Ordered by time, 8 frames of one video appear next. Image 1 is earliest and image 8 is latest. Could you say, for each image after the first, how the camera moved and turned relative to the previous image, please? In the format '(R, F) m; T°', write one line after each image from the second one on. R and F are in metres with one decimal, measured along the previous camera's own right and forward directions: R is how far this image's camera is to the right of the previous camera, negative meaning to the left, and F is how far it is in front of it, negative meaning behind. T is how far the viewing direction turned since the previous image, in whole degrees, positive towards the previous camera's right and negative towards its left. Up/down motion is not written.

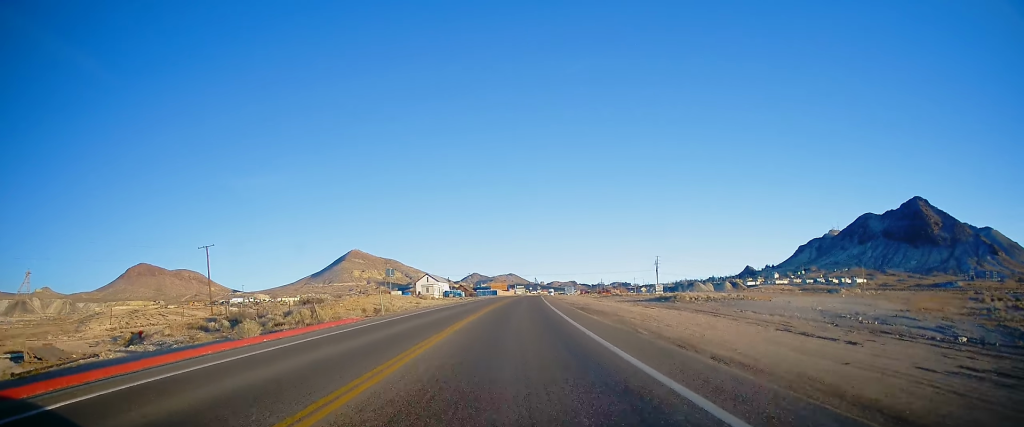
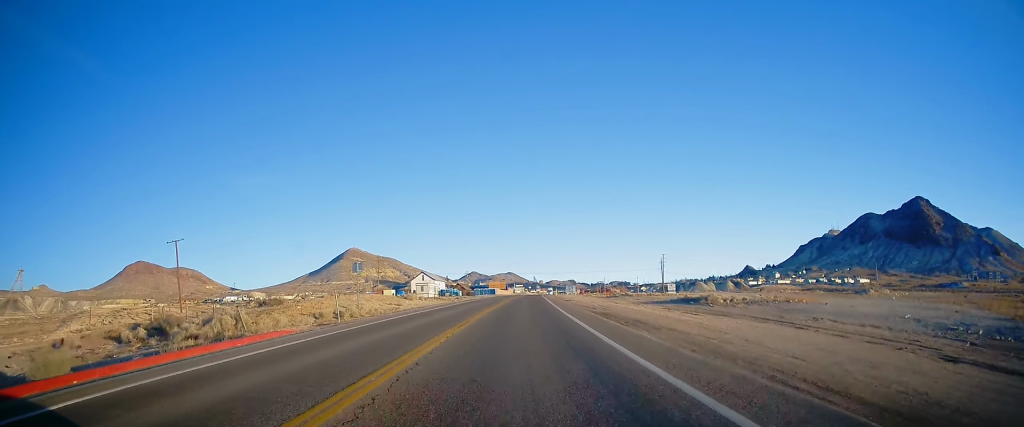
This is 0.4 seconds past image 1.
(+0.2, +8.9) m; +1°
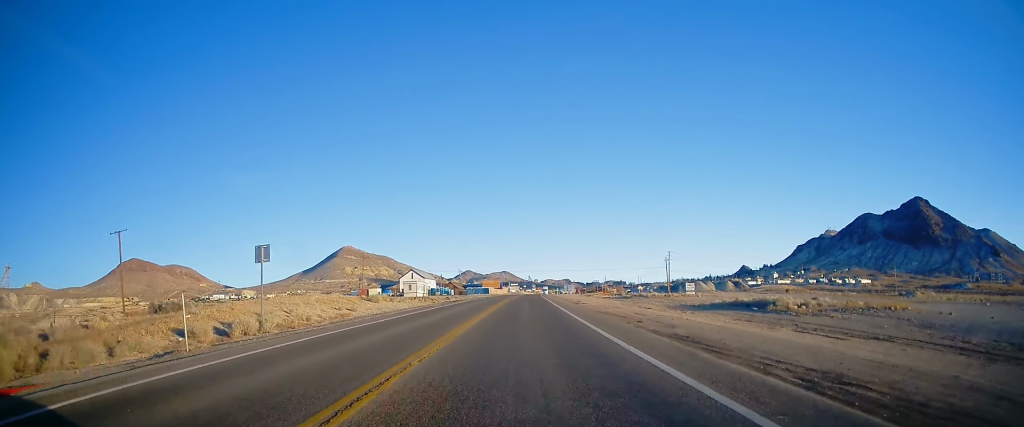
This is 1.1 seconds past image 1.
(+0.1, +12.8) m; 0°
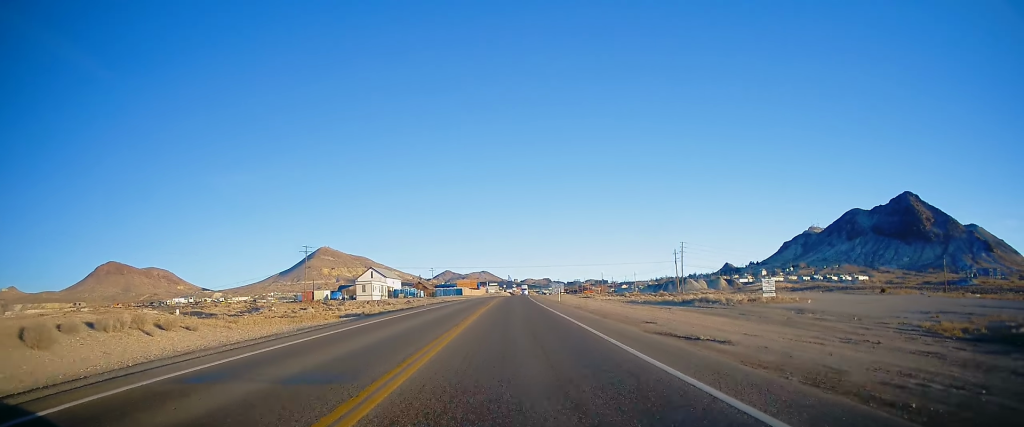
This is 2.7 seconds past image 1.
(-1.2, +31.8) m; 0°
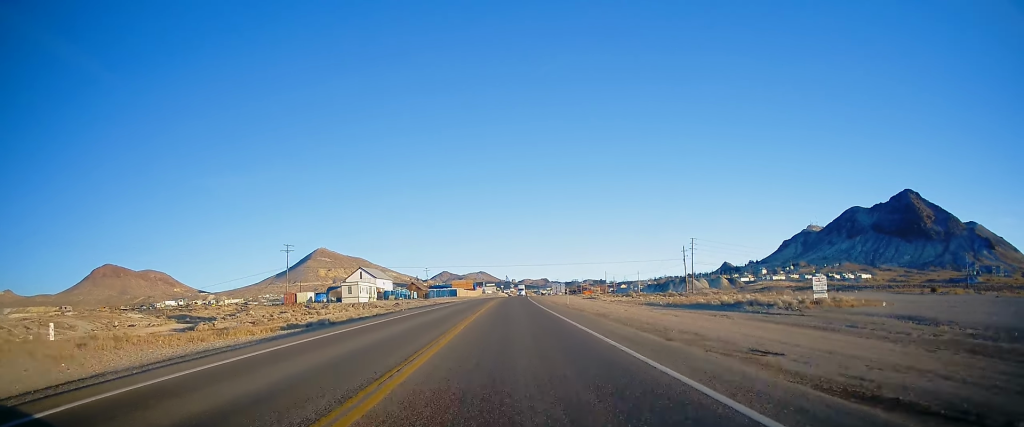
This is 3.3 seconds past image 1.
(+0.6, +9.8) m; +2°
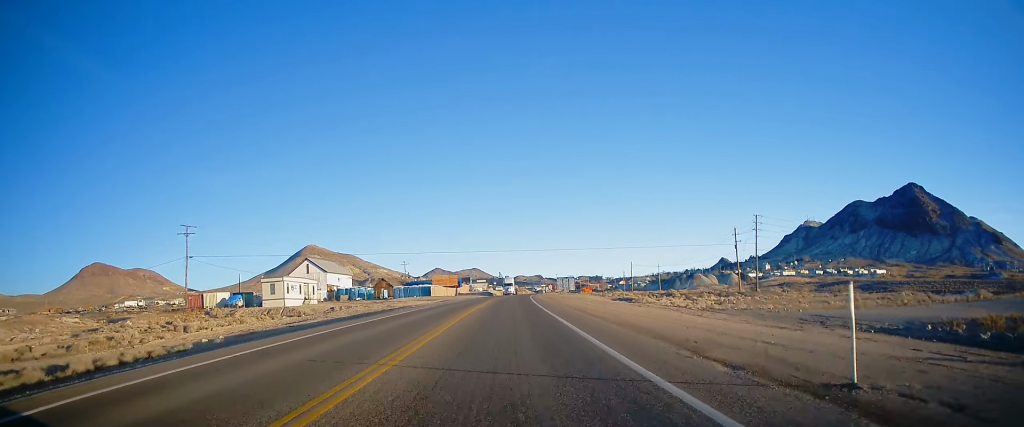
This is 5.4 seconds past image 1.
(+0.9, +38.2) m; 0°
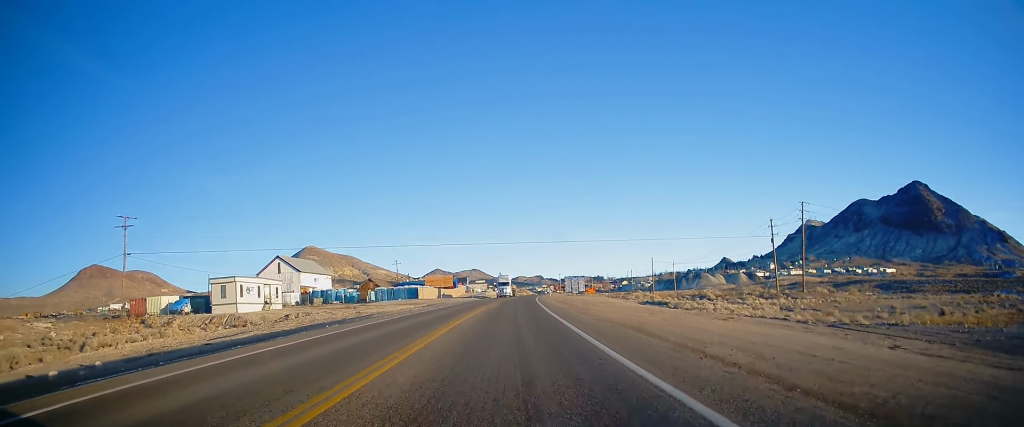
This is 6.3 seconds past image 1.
(-0.2, +15.9) m; -1°
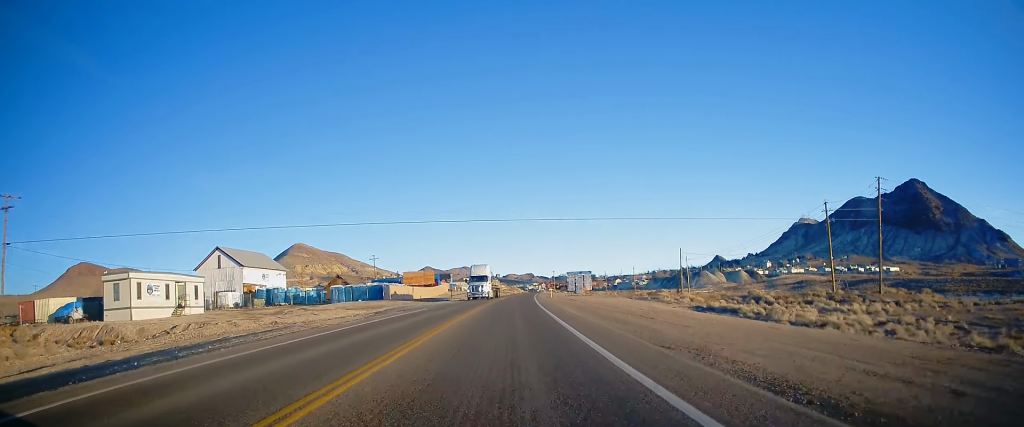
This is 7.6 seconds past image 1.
(-0.1, +20.2) m; +2°
